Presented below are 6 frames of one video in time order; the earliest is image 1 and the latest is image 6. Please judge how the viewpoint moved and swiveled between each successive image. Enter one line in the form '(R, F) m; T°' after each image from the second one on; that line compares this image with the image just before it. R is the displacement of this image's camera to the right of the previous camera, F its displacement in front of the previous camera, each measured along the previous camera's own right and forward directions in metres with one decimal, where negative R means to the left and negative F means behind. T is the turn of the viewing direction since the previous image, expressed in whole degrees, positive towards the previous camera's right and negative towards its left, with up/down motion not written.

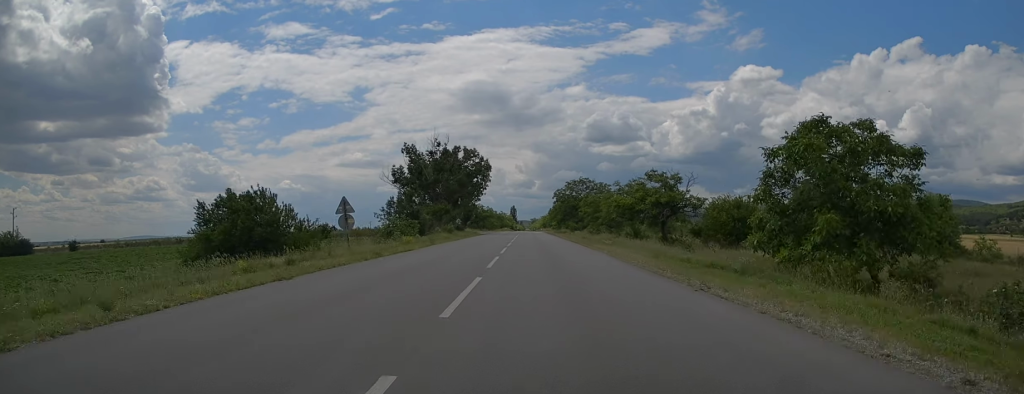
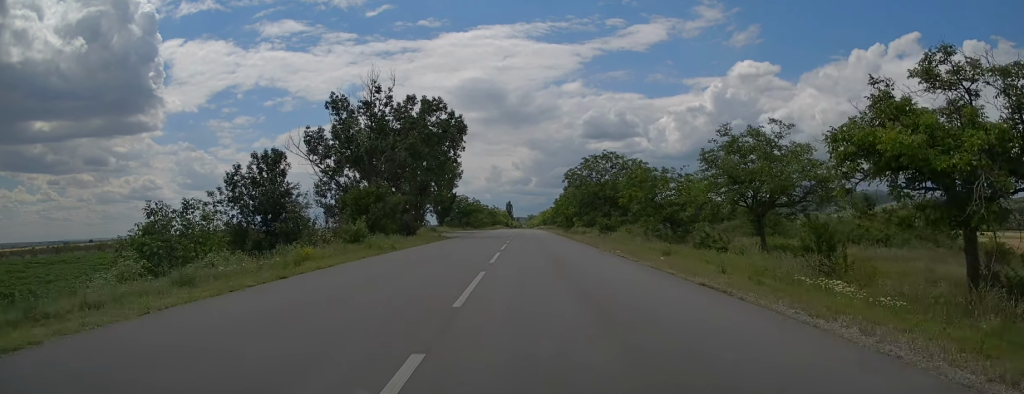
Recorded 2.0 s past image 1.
(+0.7, +34.8) m; +1°
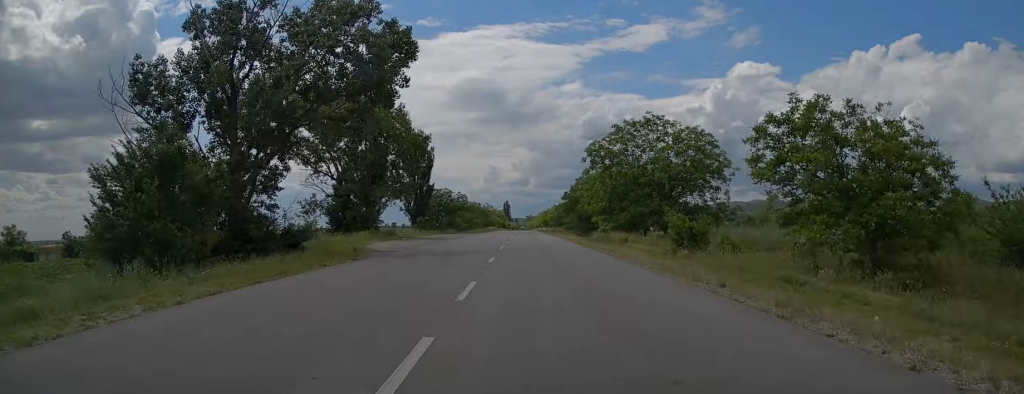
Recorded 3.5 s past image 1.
(-0.1, +25.9) m; 0°
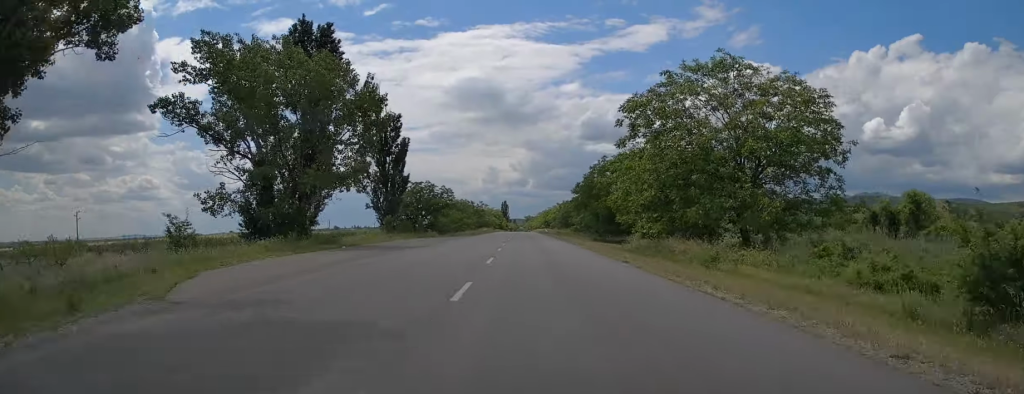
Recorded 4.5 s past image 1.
(0.0, +17.8) m; 0°
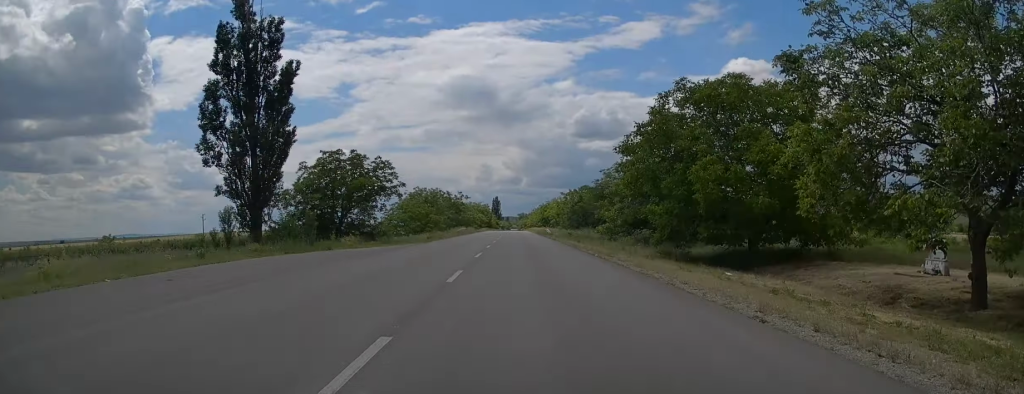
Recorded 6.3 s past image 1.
(-0.1, +32.4) m; 0°
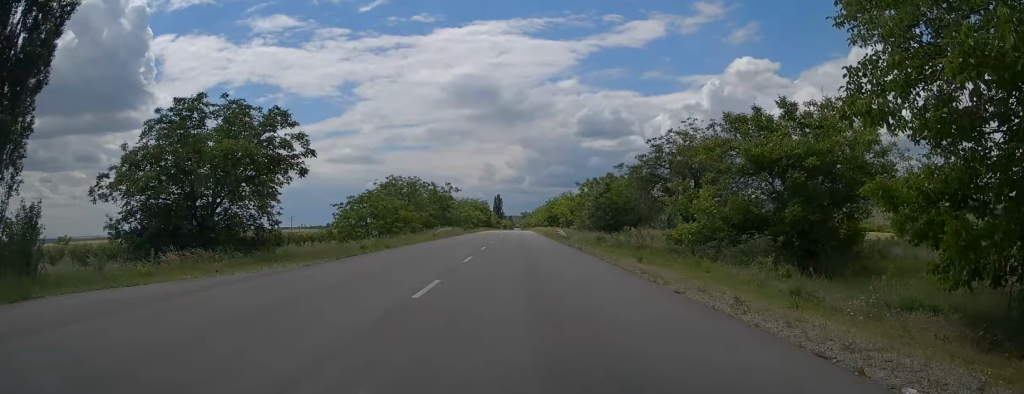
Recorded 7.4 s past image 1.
(0.0, +20.4) m; 0°
